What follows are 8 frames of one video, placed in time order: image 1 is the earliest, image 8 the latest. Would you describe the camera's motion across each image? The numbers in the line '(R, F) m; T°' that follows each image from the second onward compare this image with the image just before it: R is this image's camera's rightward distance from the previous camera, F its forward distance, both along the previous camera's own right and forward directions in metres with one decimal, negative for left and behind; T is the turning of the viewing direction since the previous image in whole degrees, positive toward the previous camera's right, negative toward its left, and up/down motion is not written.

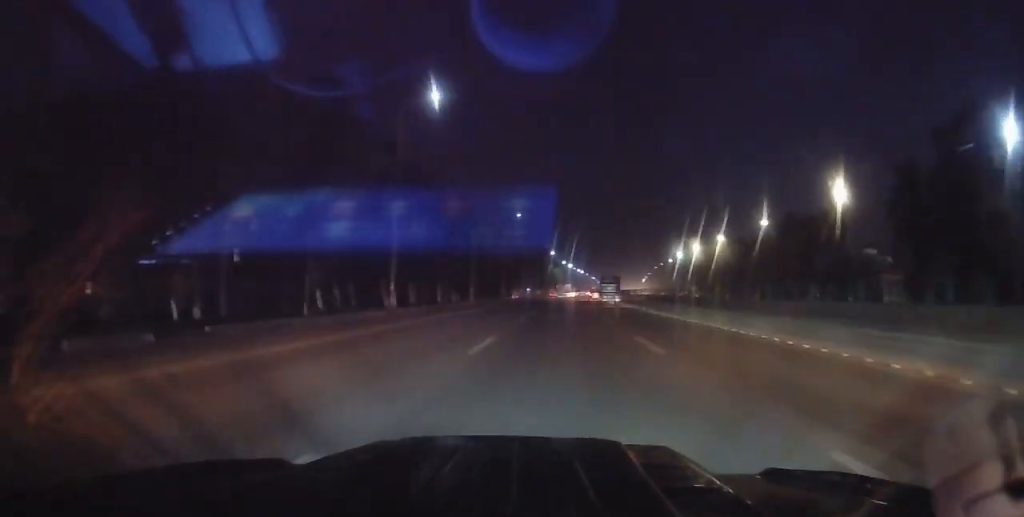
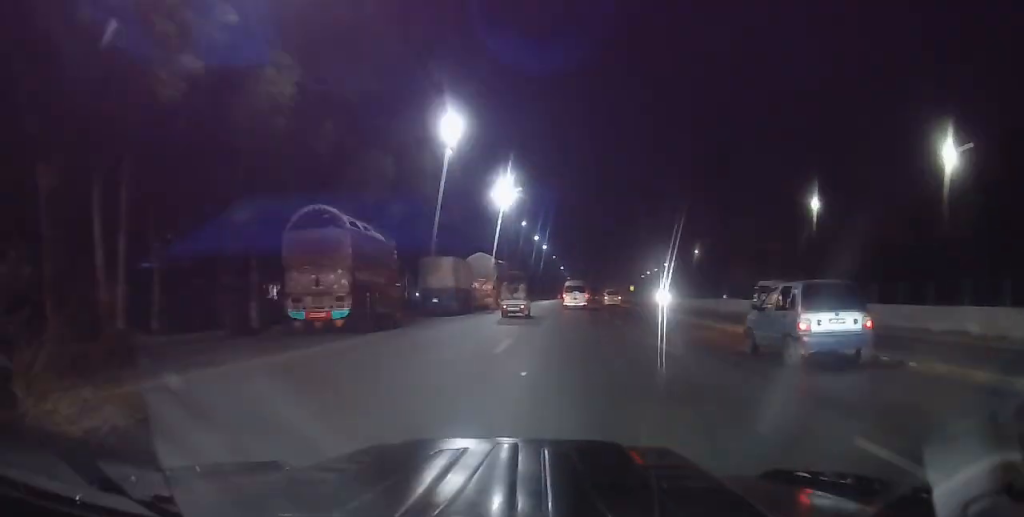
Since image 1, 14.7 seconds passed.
(+6.6, +201.9) m; +4°
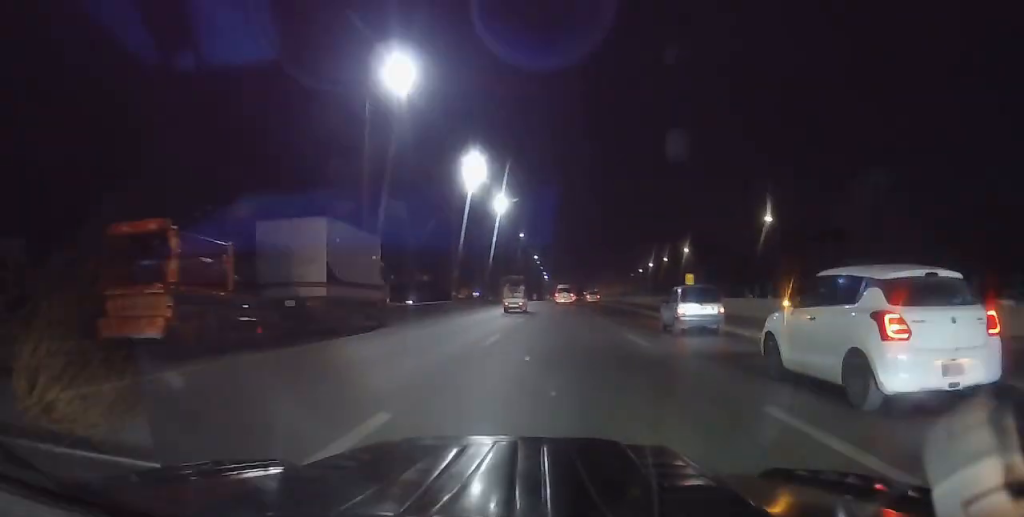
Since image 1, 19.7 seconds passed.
(+1.7, +70.5) m; +1°
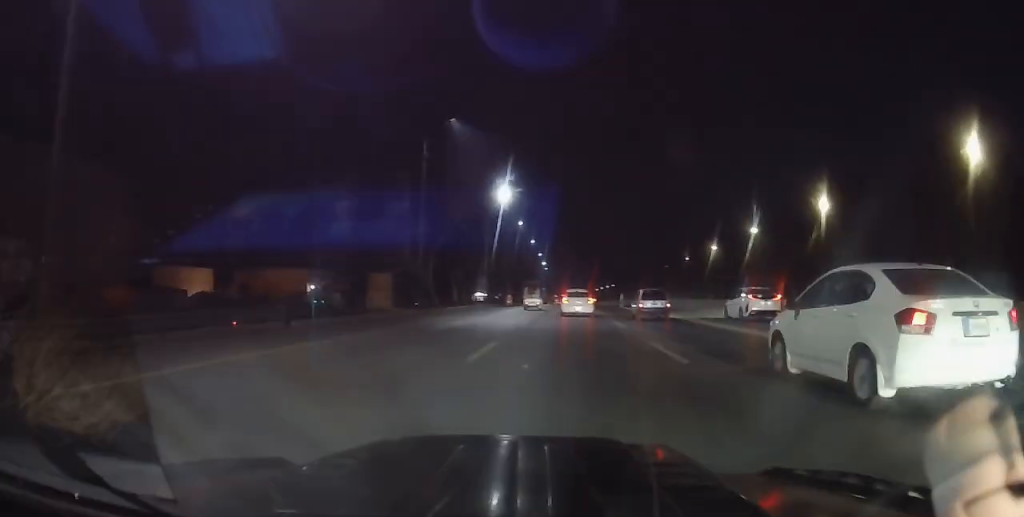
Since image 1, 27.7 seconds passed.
(+0.2, +110.6) m; 0°
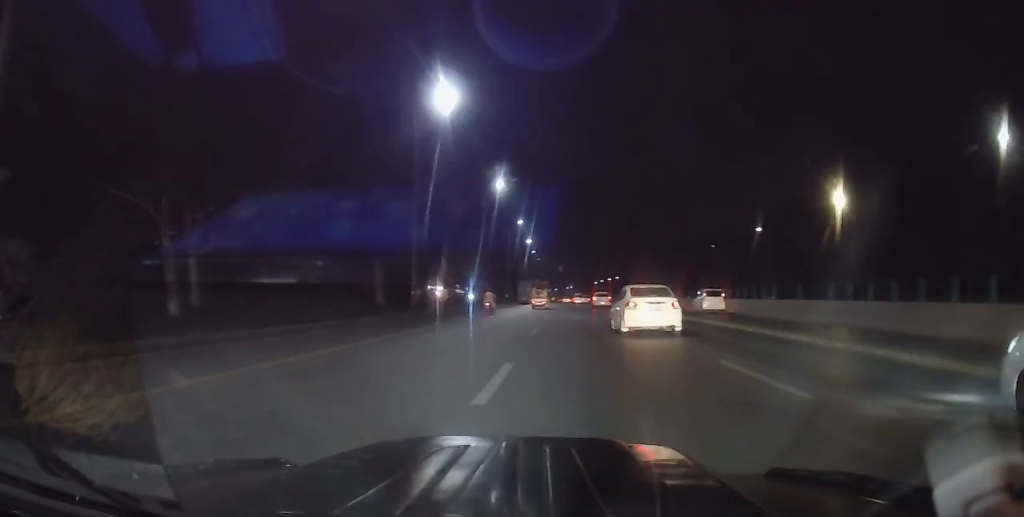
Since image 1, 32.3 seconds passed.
(0.0, +65.9) m; 0°
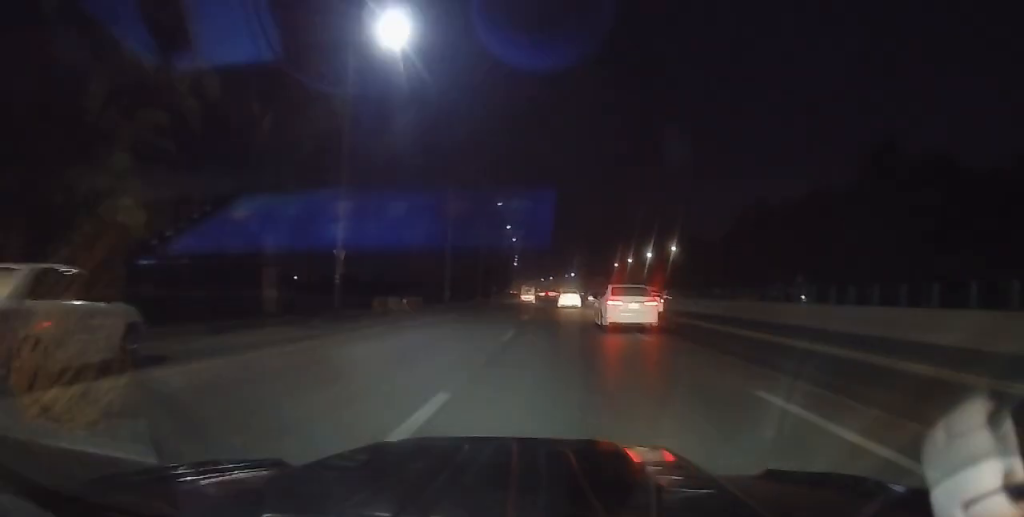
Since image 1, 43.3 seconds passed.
(-0.3, +162.7) m; -1°
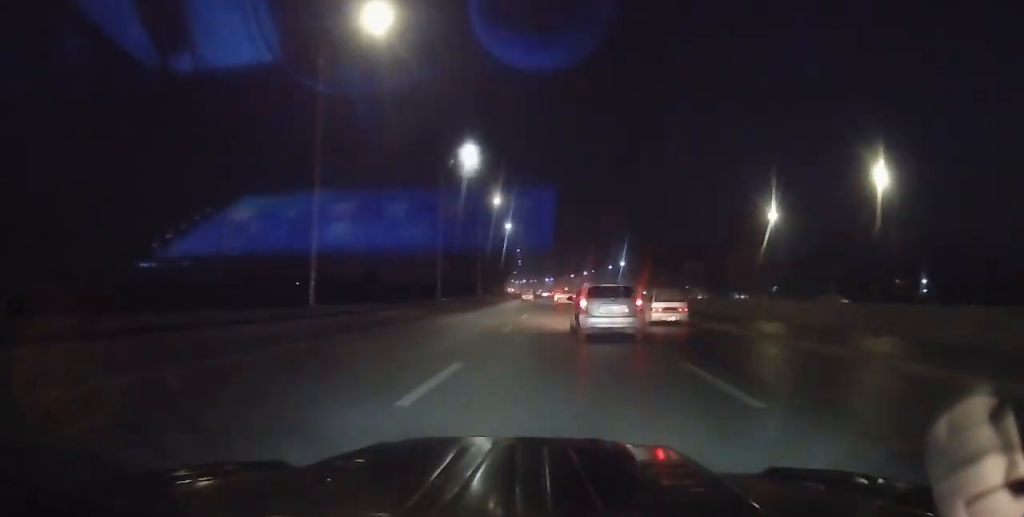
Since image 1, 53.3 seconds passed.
(-2.6, +154.6) m; -2°
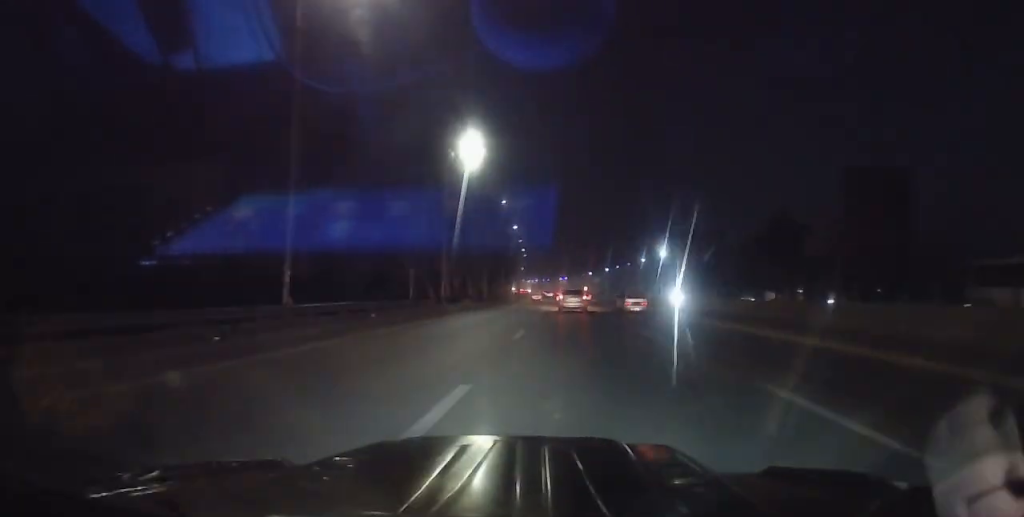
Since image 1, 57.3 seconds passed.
(-0.7, +64.3) m; -1°
